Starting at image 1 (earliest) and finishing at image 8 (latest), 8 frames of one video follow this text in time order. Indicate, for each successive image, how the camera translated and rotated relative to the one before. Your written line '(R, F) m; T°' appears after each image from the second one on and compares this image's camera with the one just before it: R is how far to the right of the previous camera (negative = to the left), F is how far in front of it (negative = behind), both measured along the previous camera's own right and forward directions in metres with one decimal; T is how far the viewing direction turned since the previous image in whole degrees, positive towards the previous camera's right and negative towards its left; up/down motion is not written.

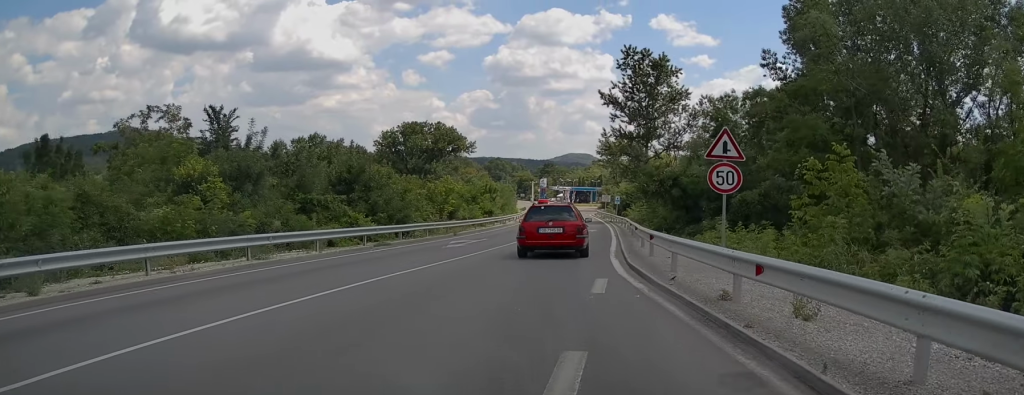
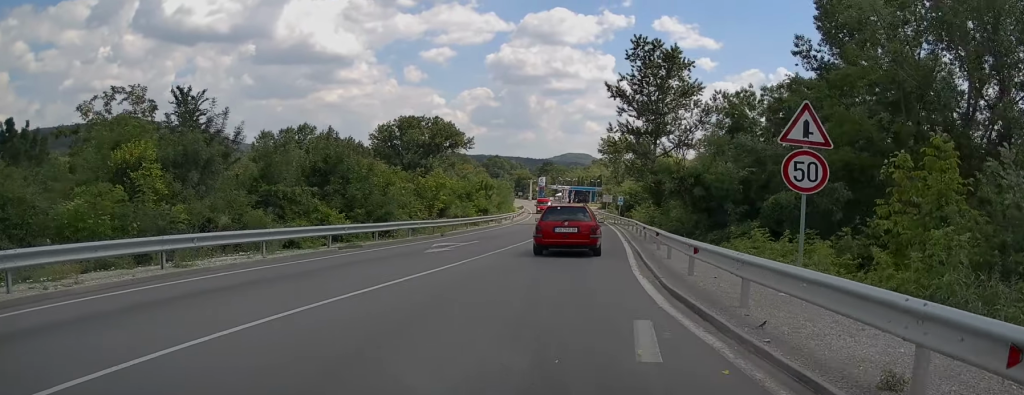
(+0.1, +4.0) m; +1°
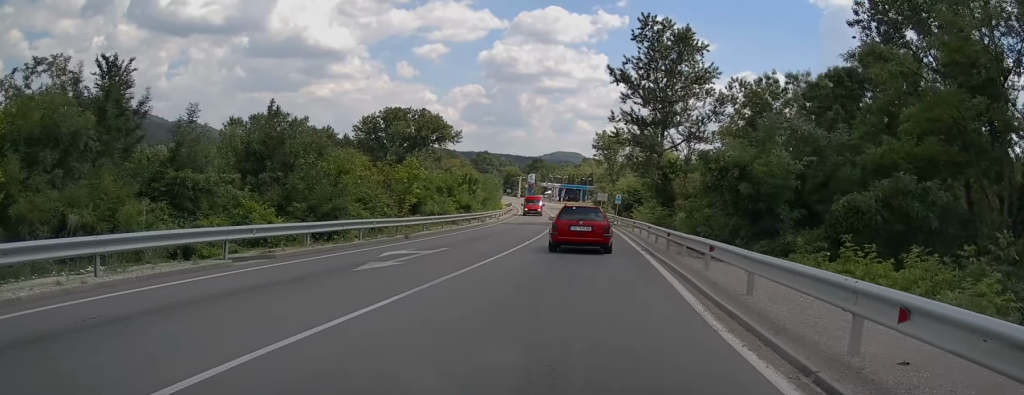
(+0.1, +6.2) m; +2°
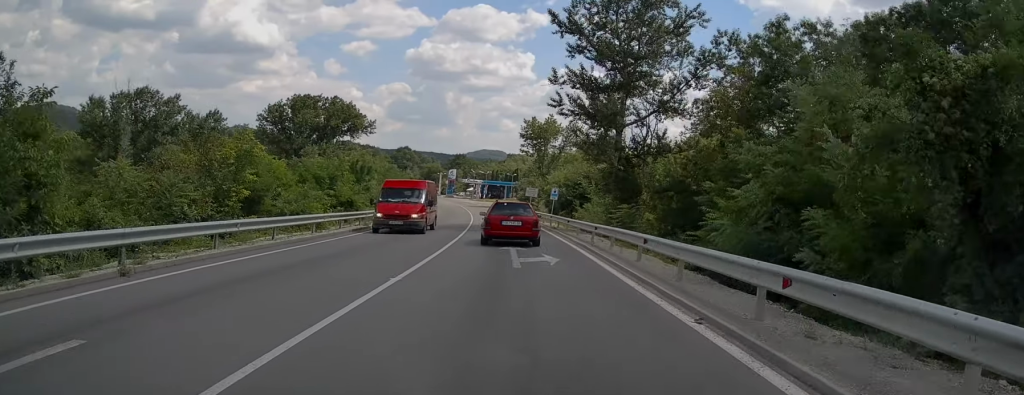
(+0.1, +13.4) m; 0°
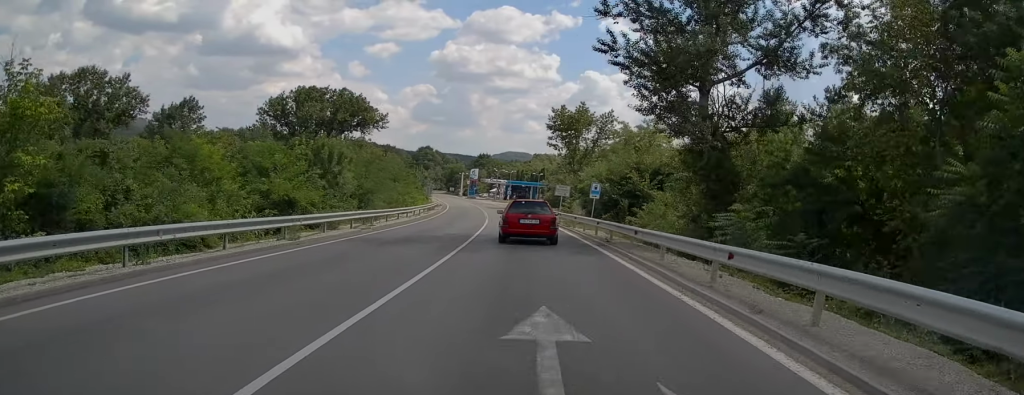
(0.0, +12.1) m; 0°
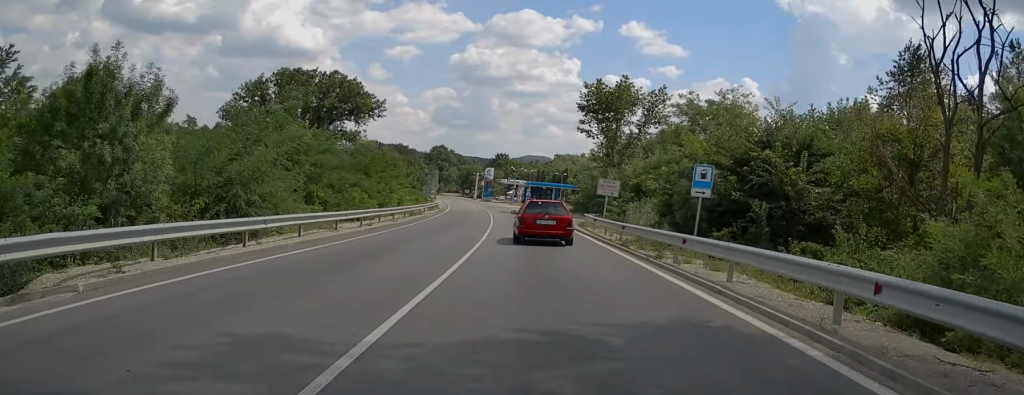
(0.0, +19.1) m; -1°
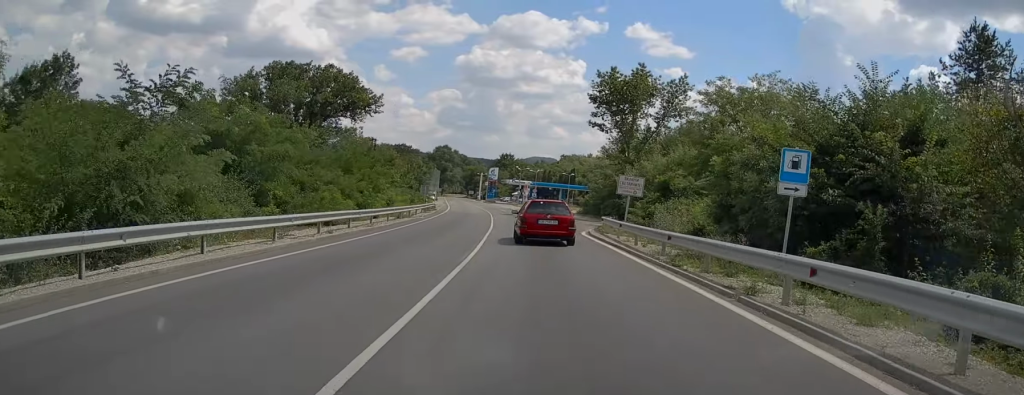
(0.0, +6.1) m; -1°
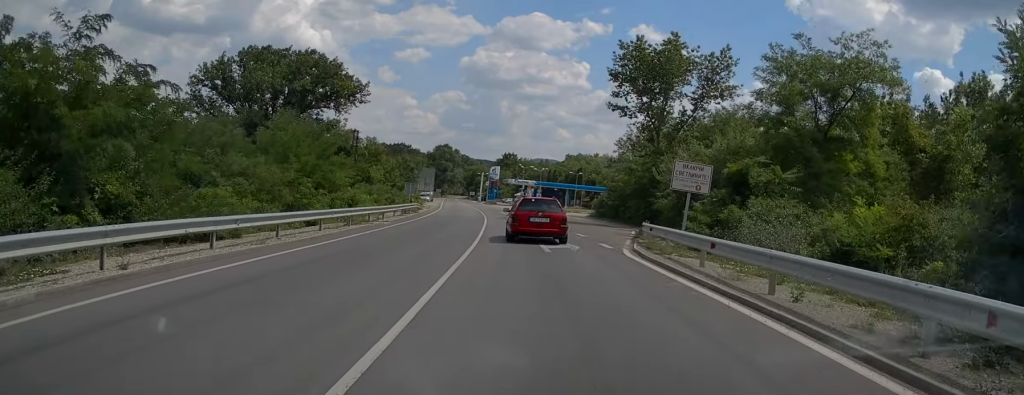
(-0.2, +11.2) m; -1°
